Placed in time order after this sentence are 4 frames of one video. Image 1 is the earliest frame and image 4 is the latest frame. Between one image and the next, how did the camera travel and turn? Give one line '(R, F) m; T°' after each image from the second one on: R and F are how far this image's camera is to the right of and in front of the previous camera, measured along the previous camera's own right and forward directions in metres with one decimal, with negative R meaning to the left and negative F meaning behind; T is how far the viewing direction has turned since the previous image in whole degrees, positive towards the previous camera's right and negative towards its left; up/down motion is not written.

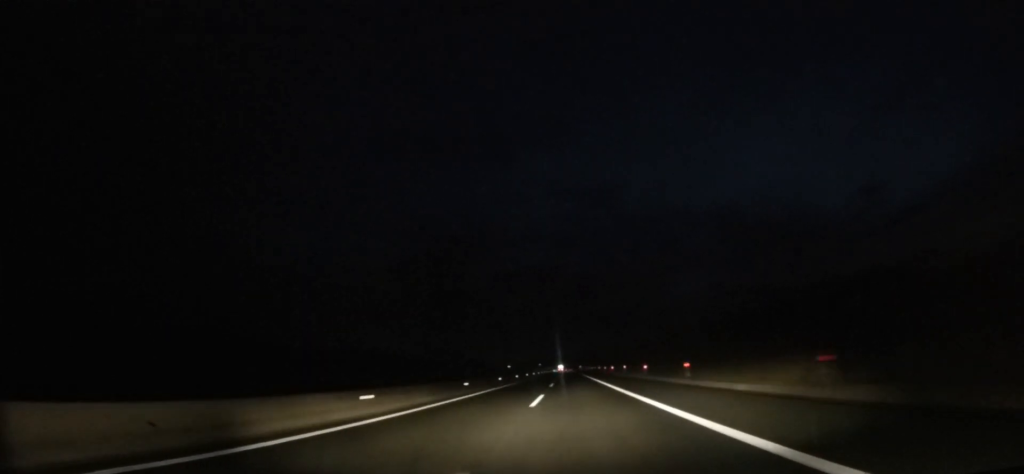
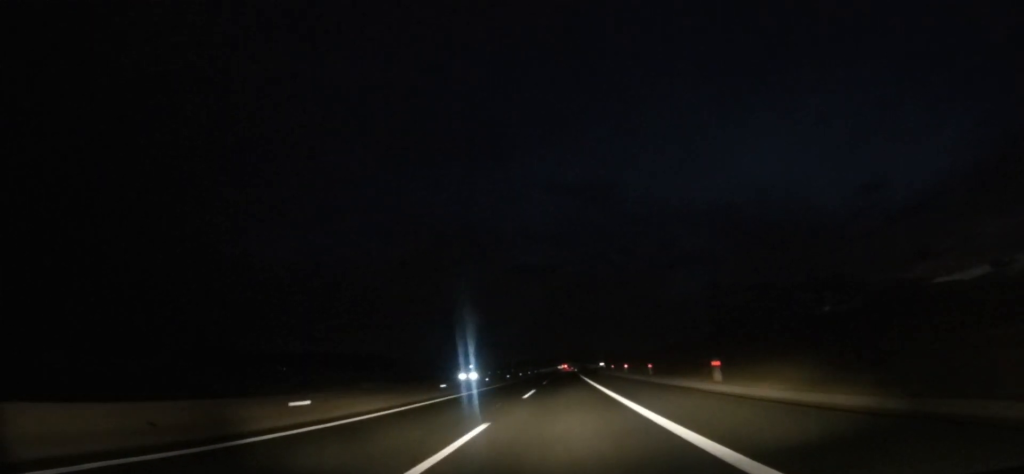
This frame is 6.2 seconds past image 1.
(+1.7, +215.8) m; +1°
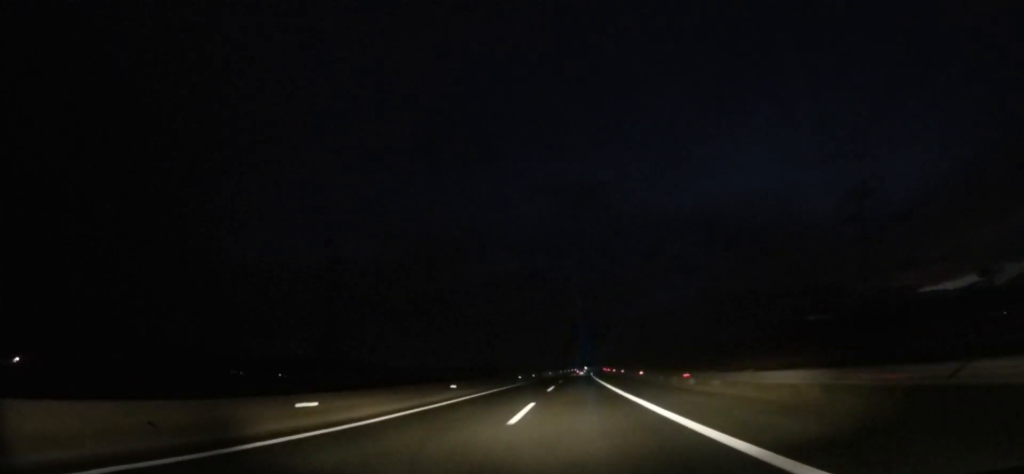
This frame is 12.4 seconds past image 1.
(0.0, +207.0) m; +1°
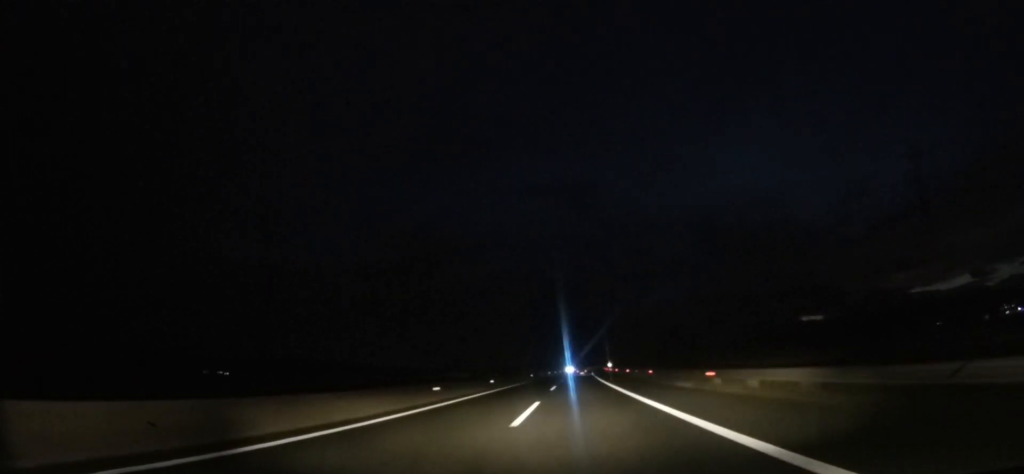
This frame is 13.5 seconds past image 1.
(+0.4, +36.2) m; +1°
